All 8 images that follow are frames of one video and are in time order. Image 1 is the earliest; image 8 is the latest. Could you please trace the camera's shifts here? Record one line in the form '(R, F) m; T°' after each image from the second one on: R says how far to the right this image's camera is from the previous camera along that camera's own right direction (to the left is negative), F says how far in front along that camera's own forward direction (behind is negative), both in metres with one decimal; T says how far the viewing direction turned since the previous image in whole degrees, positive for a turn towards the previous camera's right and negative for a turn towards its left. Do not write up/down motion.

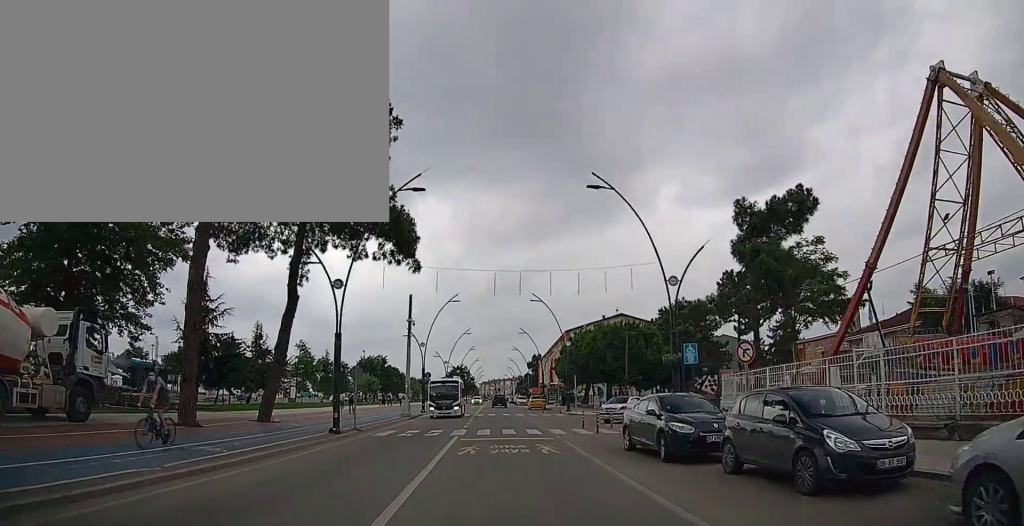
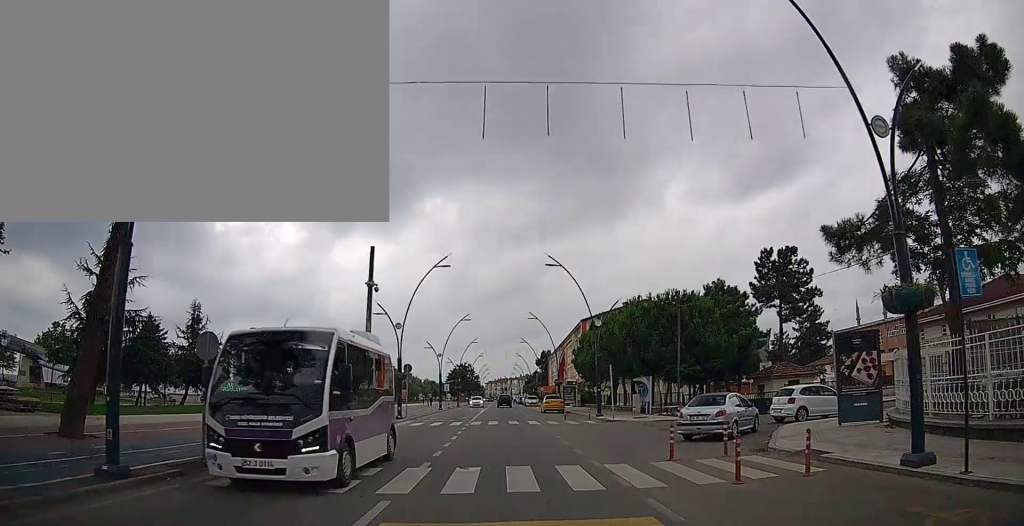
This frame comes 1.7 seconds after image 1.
(+0.1, +12.7) m; -1°
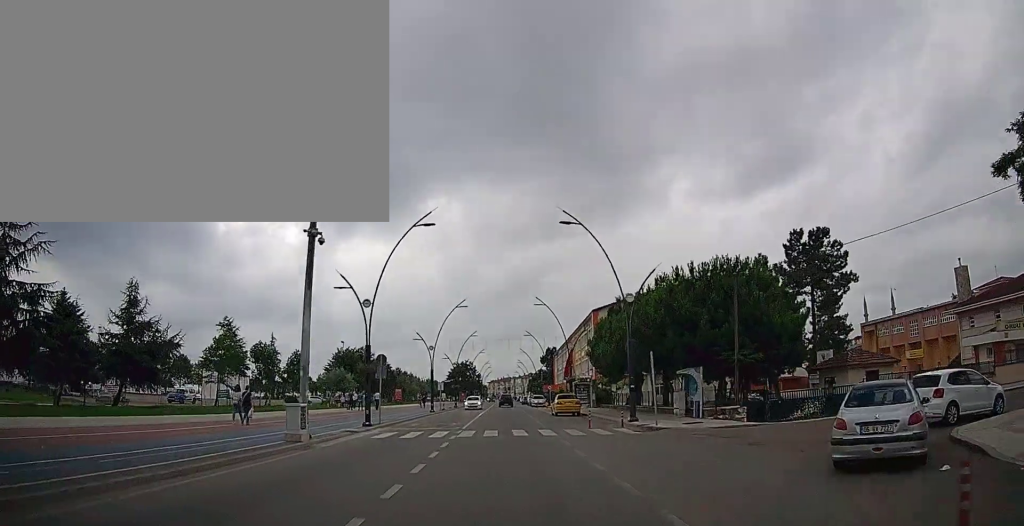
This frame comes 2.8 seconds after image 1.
(-0.1, +8.8) m; 0°
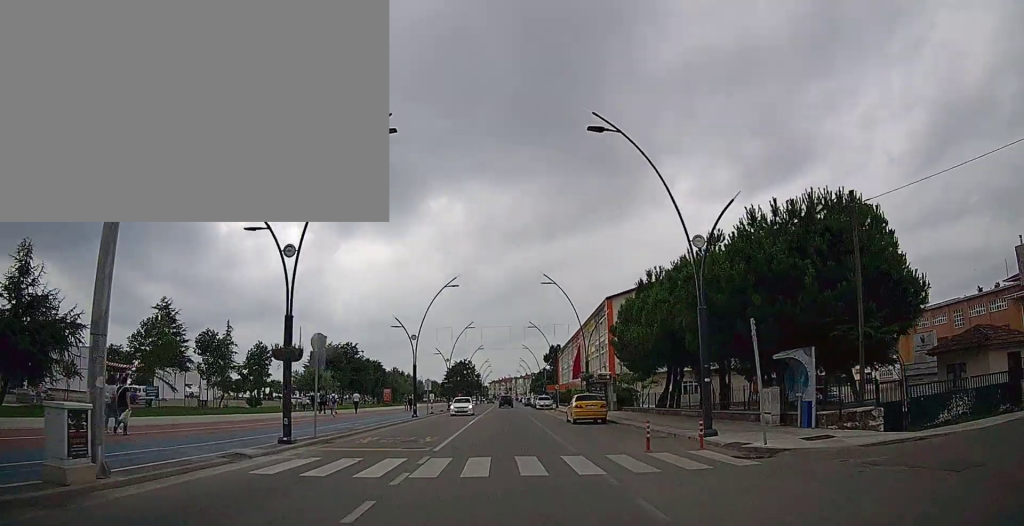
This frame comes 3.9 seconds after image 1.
(+0.1, +9.2) m; 0°
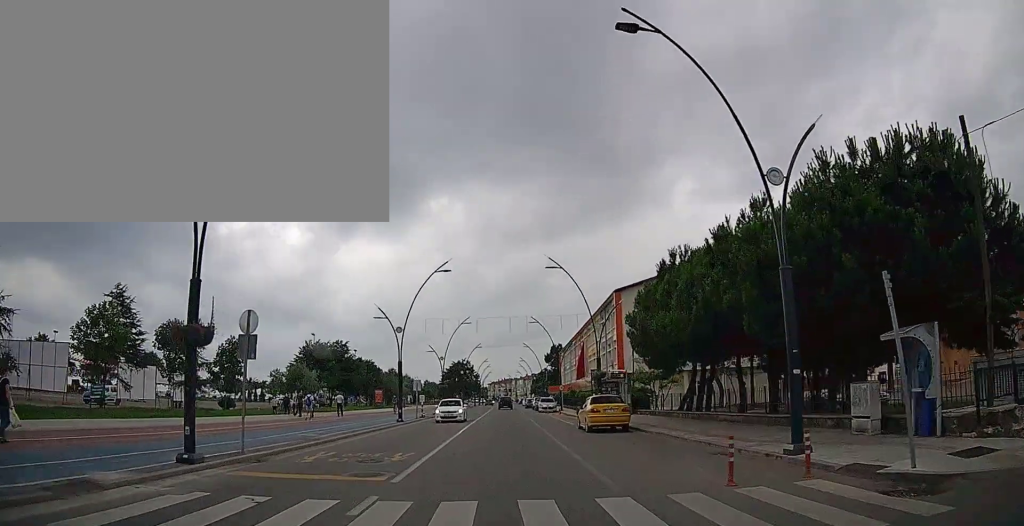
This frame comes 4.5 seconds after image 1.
(0.0, +5.4) m; 0°
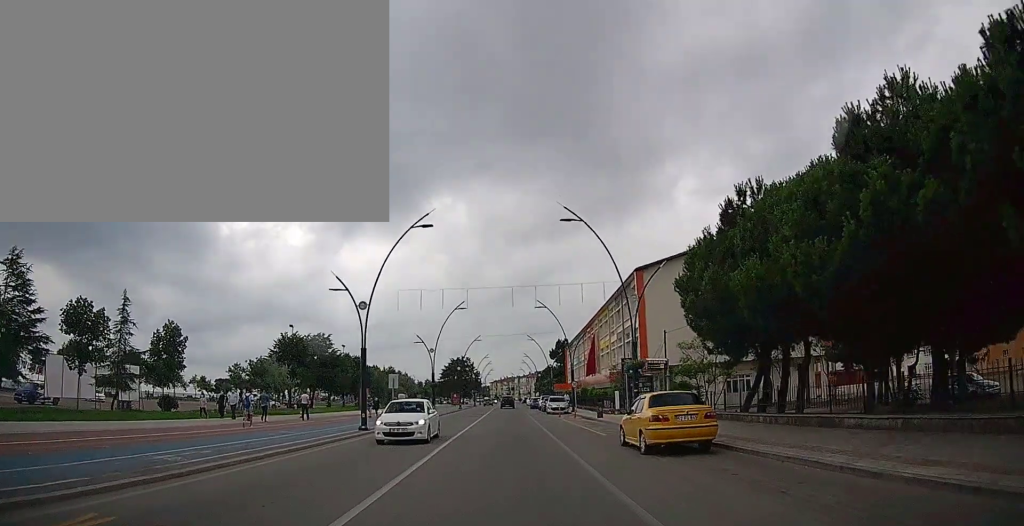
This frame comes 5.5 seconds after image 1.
(-0.1, +8.8) m; -1°
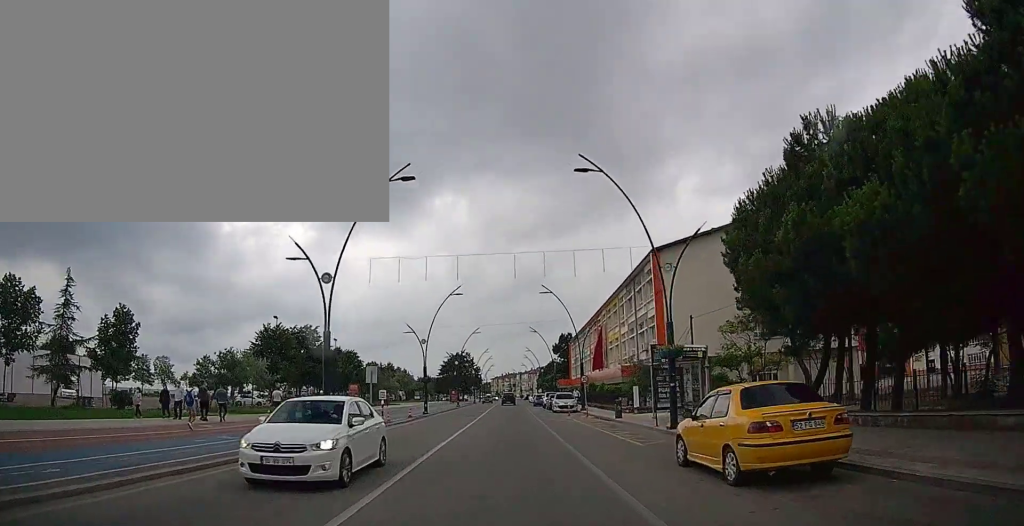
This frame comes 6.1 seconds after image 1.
(0.0, +5.7) m; +1°
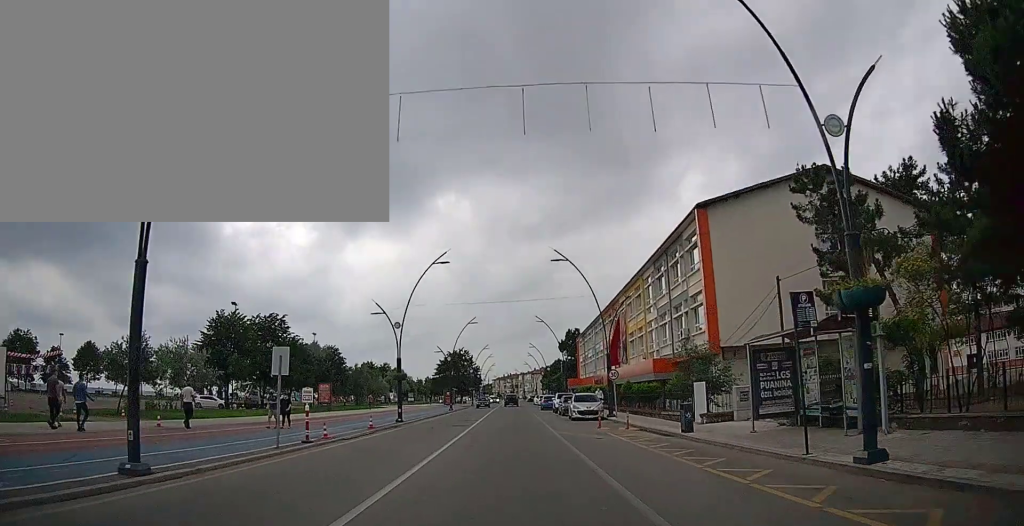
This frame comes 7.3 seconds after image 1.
(+0.1, +11.0) m; 0°
